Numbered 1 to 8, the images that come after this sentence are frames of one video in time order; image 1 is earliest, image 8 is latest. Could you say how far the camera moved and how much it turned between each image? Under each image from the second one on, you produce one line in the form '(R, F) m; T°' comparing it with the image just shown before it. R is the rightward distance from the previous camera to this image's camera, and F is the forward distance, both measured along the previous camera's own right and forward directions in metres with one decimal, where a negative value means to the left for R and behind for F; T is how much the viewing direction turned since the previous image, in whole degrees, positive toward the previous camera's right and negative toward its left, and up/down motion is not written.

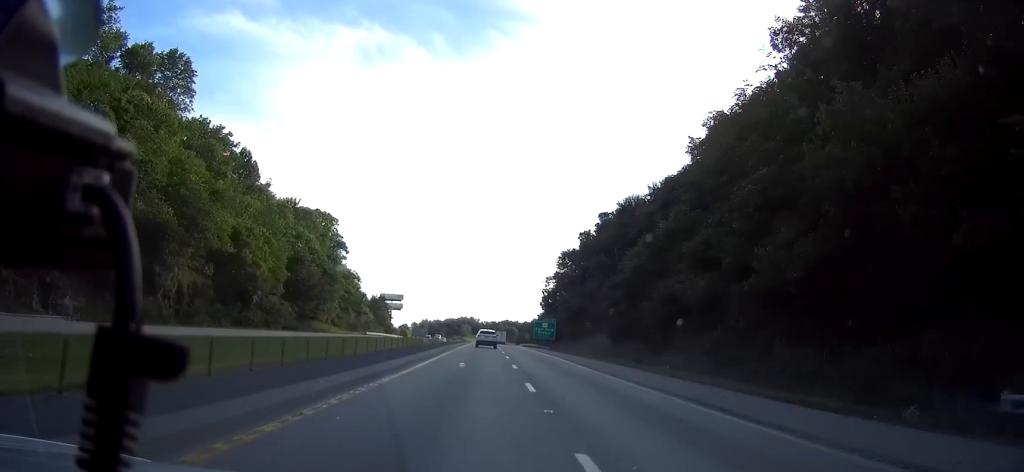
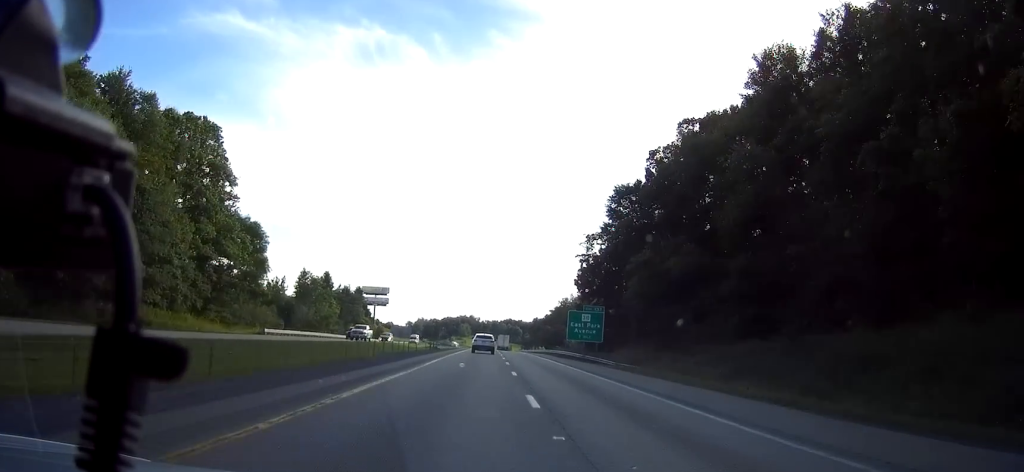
(0.0, +74.9) m; 0°
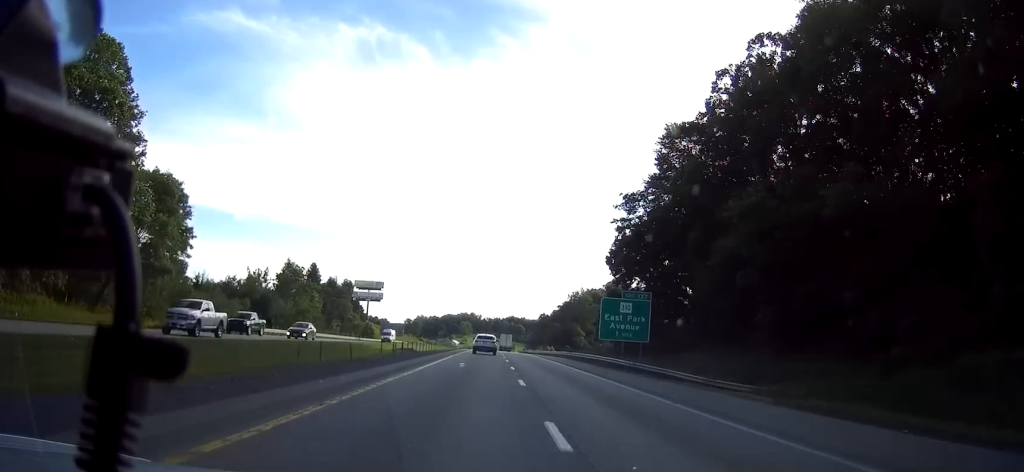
(0.0, +29.1) m; 0°
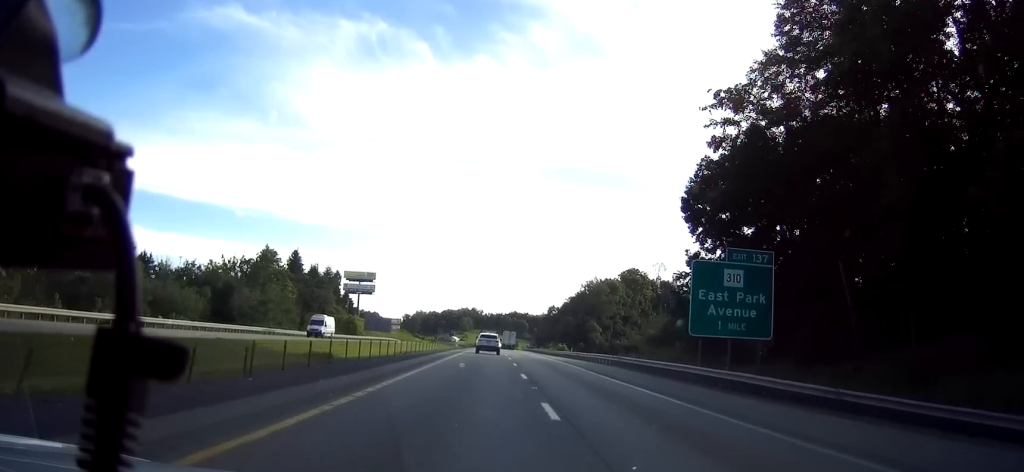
(-0.1, +32.4) m; 0°
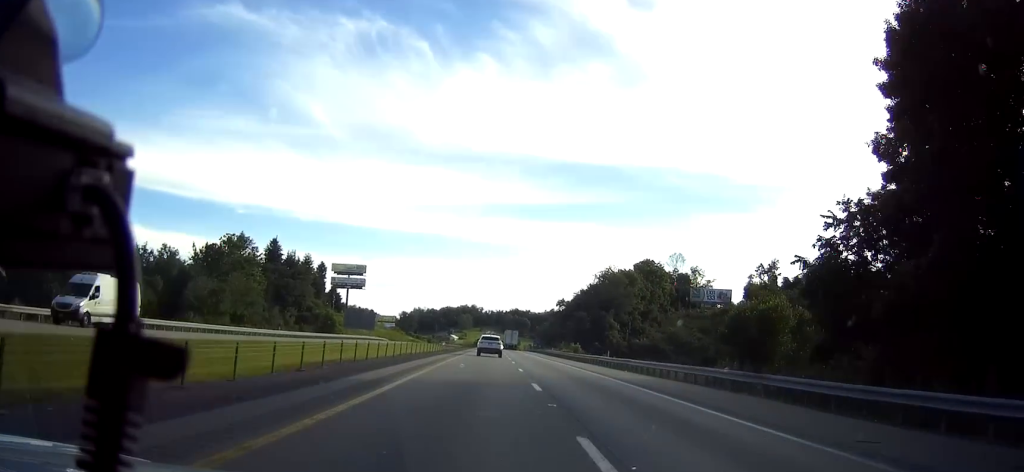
(-0.1, +28.5) m; 0°
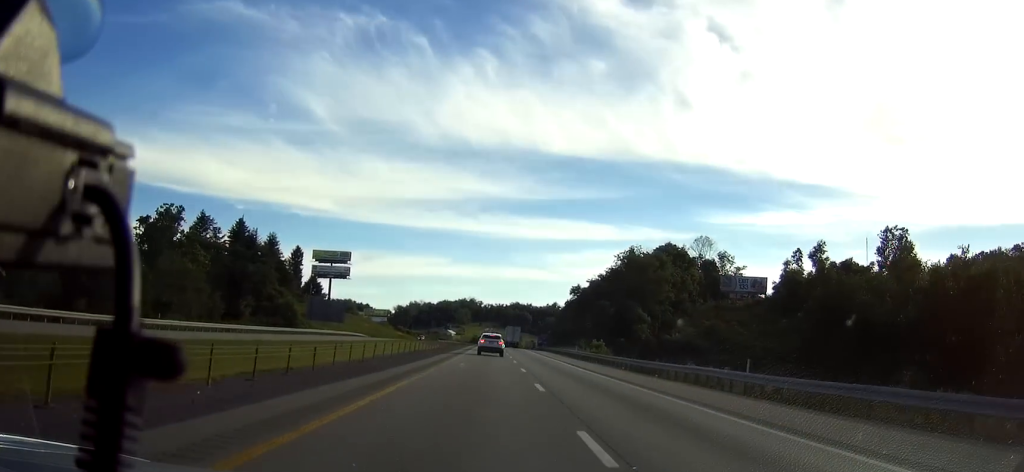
(0.0, +35.1) m; 0°
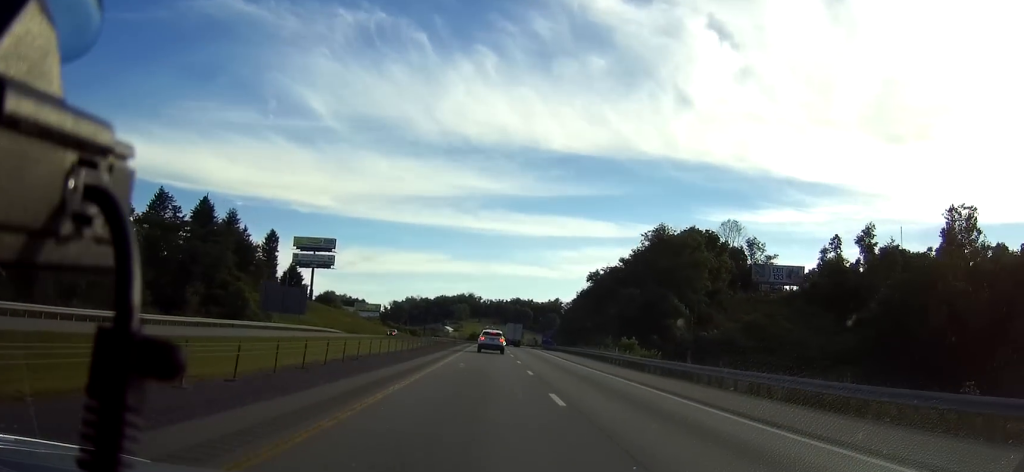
(0.0, +28.8) m; 0°
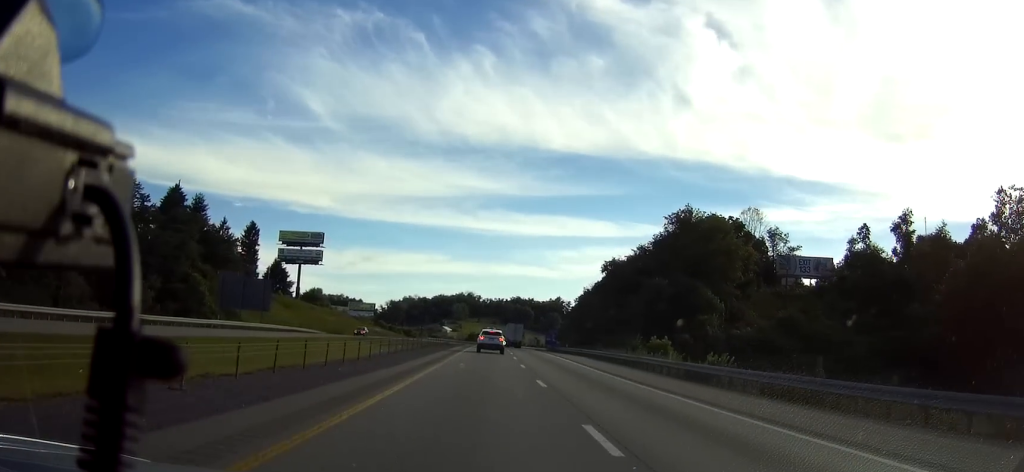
(-0.1, +18.1) m; 0°
